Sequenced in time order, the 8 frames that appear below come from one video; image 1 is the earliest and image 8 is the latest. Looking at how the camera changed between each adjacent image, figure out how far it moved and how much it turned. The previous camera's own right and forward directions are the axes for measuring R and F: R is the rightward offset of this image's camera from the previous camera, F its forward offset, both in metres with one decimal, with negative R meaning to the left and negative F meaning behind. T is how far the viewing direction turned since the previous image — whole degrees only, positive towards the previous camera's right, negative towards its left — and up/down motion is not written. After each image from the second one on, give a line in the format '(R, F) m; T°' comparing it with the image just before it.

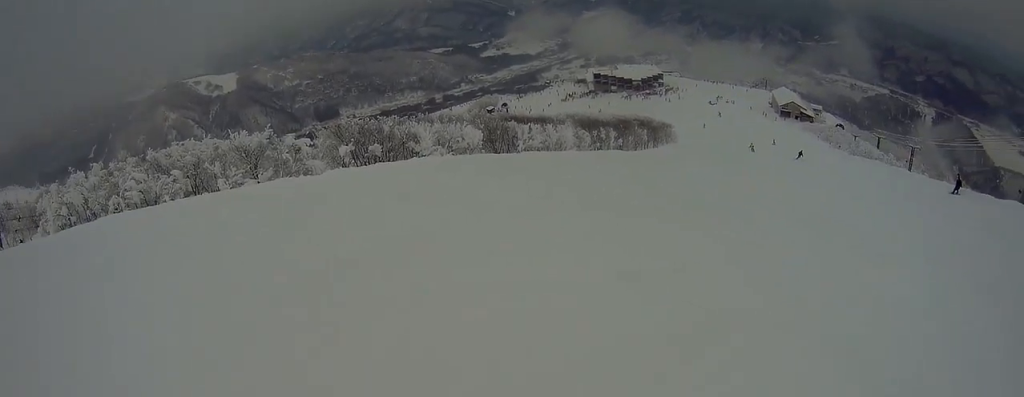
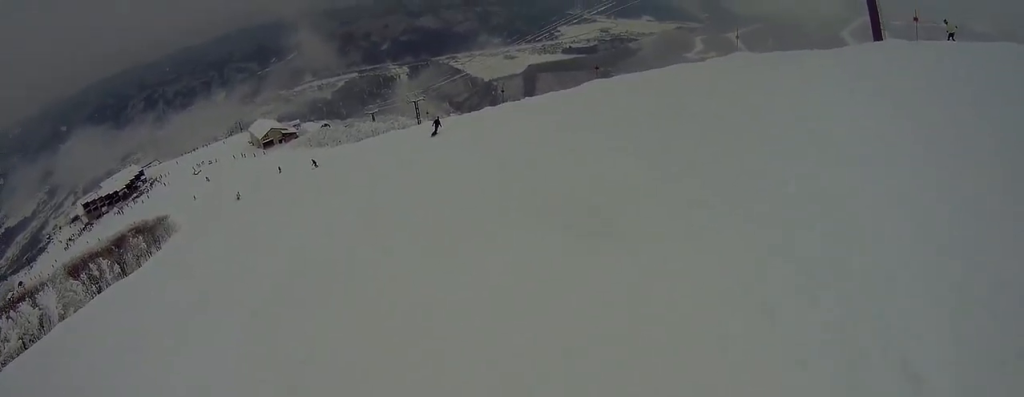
(+2.8, +8.1) m; +40°
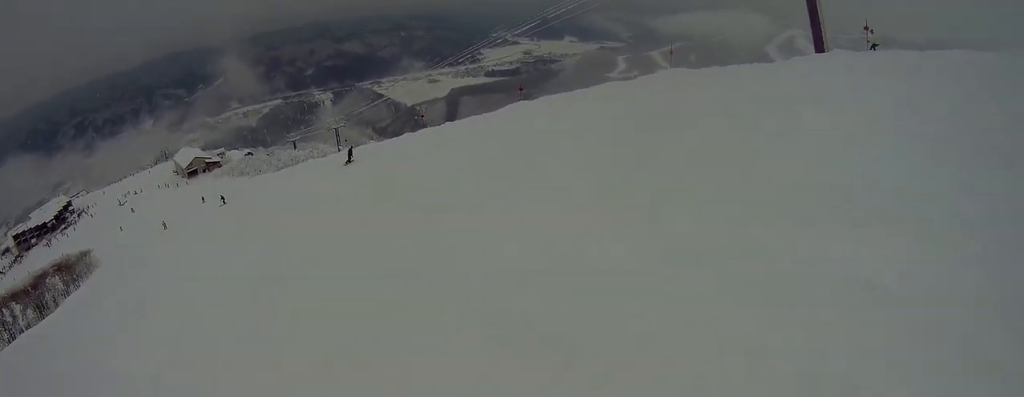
(+0.1, +1.7) m; +4°
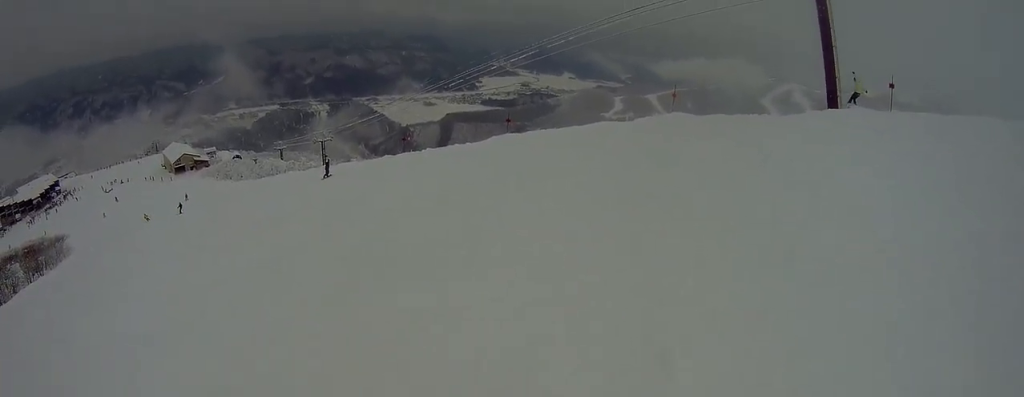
(+0.4, +2.5) m; -6°
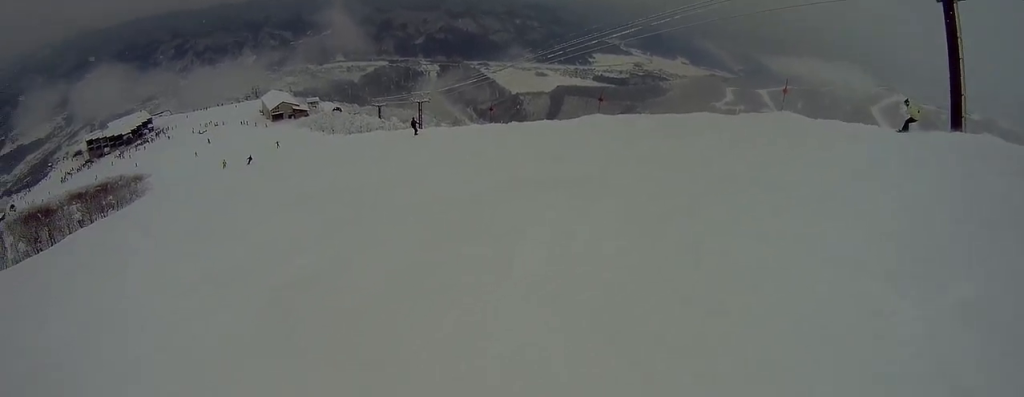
(-0.5, +2.9) m; -21°
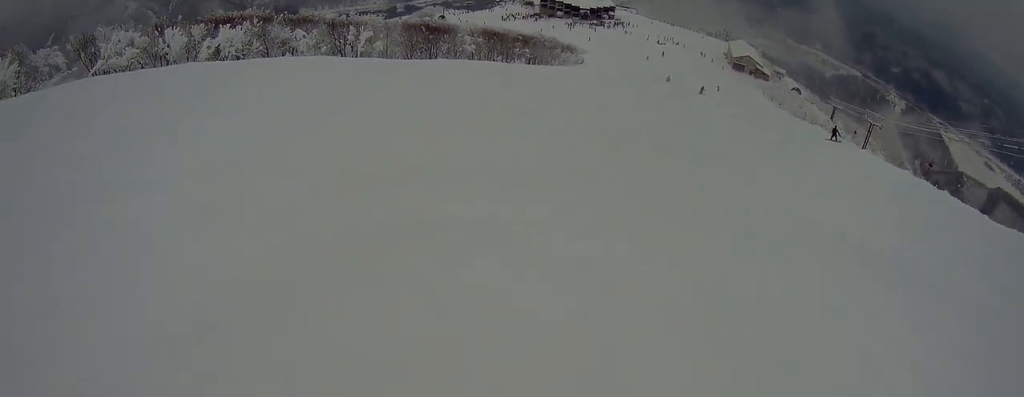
(-1.1, +3.8) m; -28°
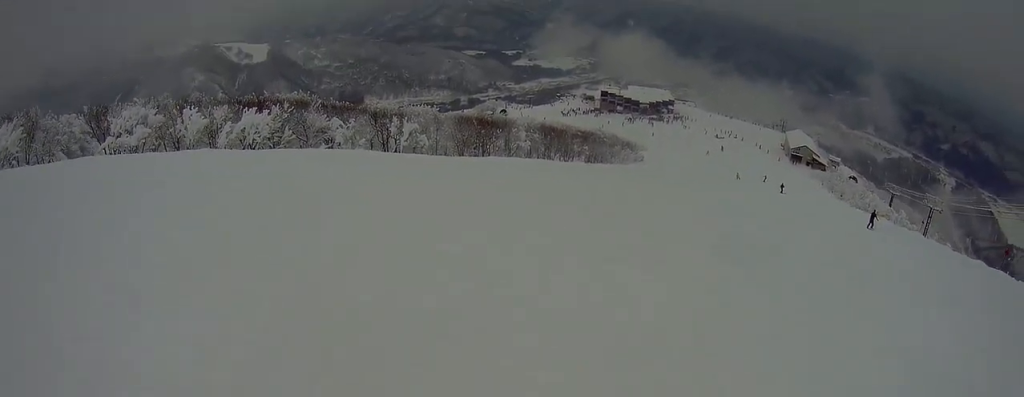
(-0.4, +2.9) m; -3°
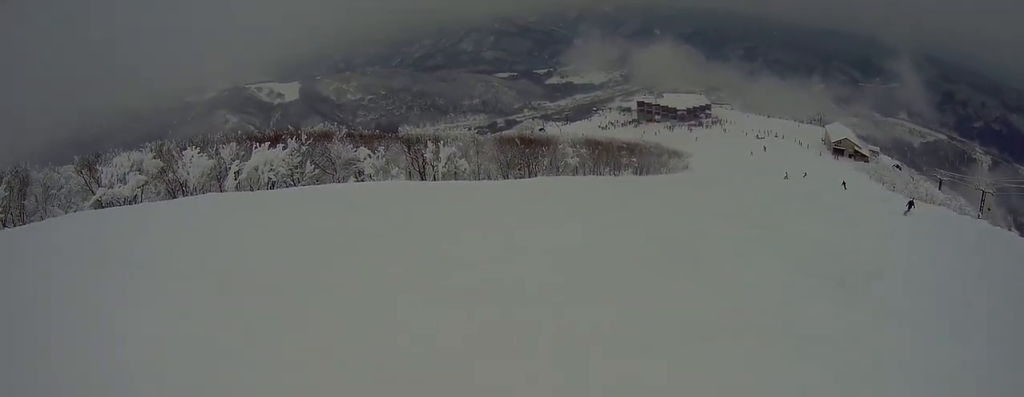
(-0.3, +2.6) m; +6°
